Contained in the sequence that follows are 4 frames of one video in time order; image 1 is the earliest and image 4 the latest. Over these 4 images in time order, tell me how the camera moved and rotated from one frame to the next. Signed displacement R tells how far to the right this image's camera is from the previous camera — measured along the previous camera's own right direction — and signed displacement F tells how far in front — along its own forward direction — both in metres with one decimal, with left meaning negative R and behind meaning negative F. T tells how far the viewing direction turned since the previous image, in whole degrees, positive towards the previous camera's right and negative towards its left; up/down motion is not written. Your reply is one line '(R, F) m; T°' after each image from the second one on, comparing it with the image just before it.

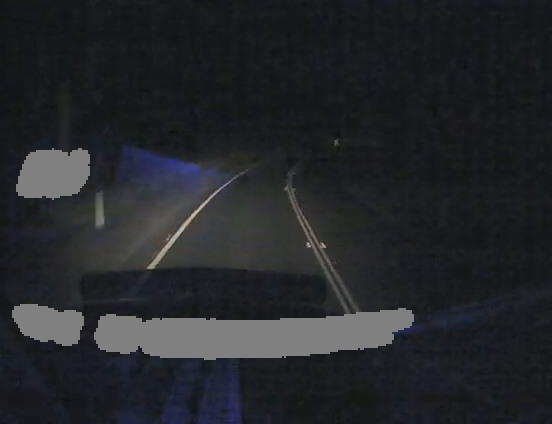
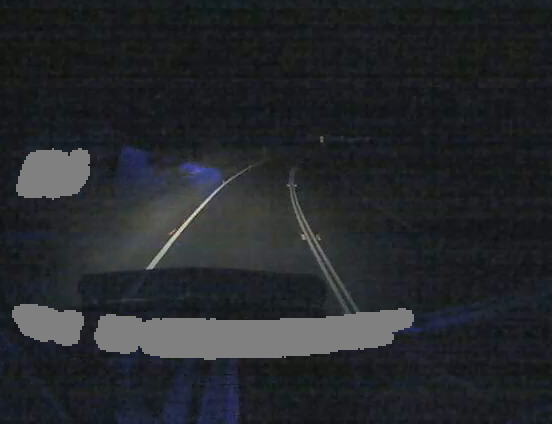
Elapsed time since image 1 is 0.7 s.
(-0.1, +10.2) m; +3°
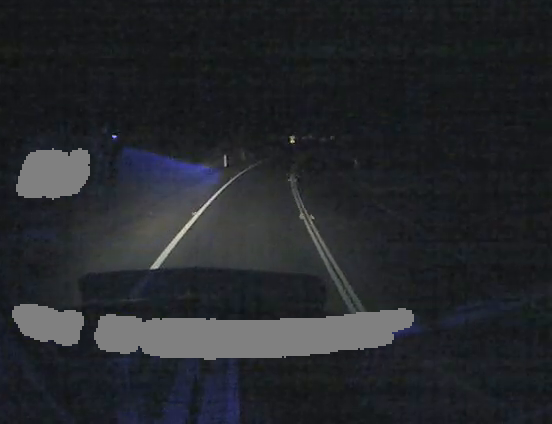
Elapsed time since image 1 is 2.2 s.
(+1.6, +19.7) m; +7°
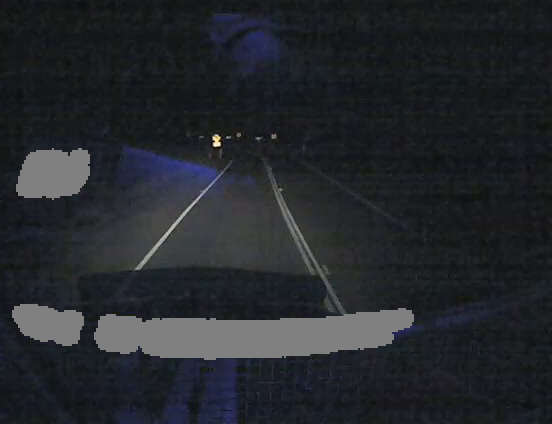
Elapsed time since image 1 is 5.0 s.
(+3.4, +39.2) m; +10°
